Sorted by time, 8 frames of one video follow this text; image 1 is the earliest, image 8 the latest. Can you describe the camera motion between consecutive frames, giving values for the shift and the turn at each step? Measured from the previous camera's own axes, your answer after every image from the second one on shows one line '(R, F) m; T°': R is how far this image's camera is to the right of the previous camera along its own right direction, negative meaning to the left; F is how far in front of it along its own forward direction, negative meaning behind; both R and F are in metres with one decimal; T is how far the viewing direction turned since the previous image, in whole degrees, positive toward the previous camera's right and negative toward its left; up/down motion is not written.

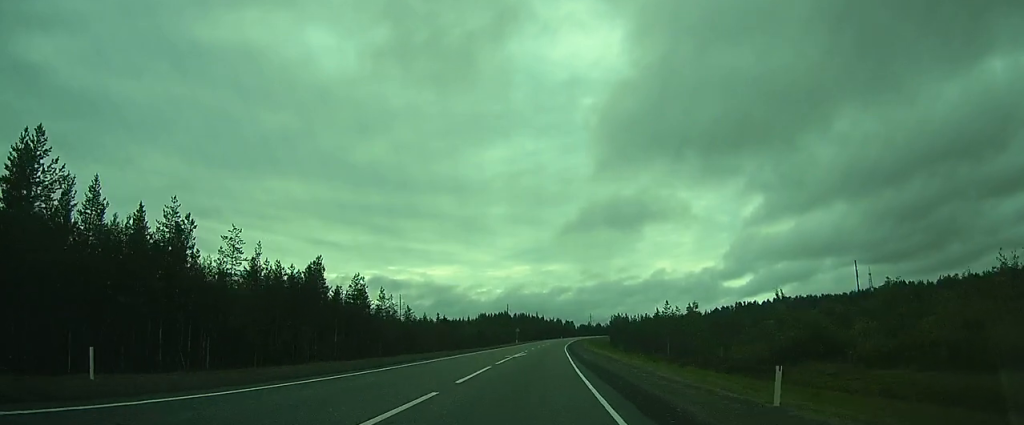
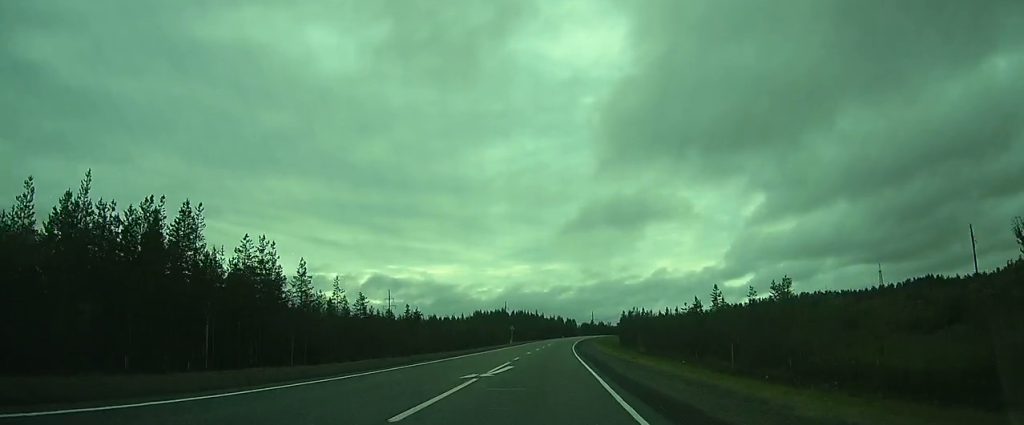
(0.0, +18.2) m; 0°
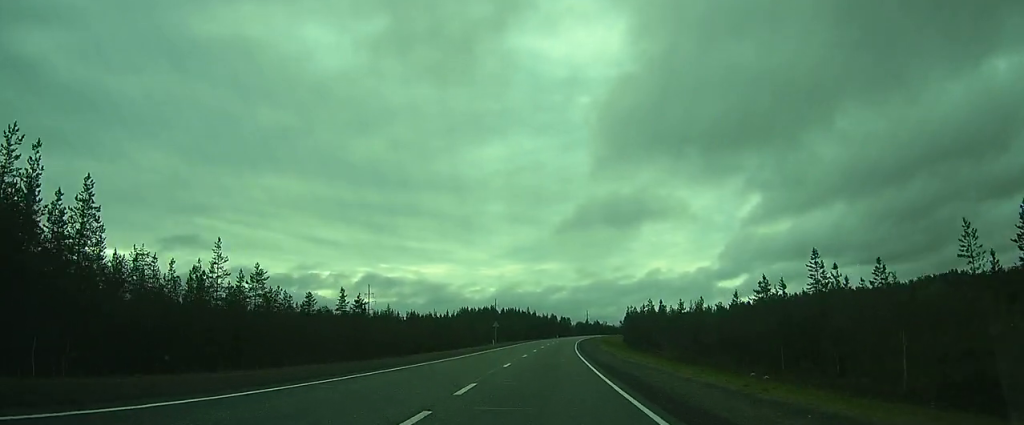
(0.0, +18.6) m; 0°
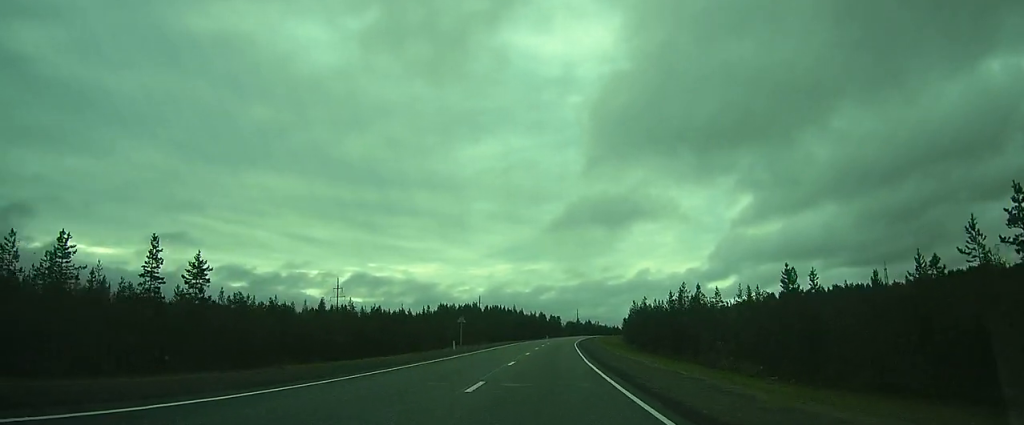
(+0.2, +22.3) m; +1°
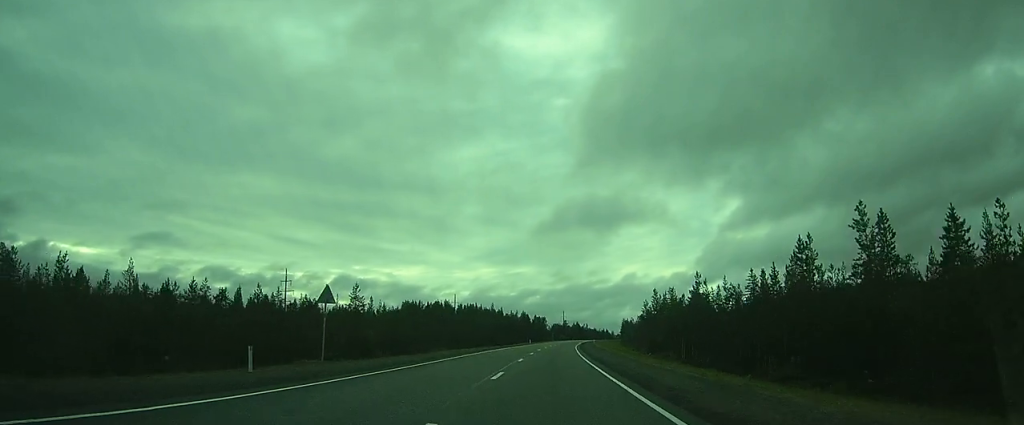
(+0.9, +30.9) m; +4°
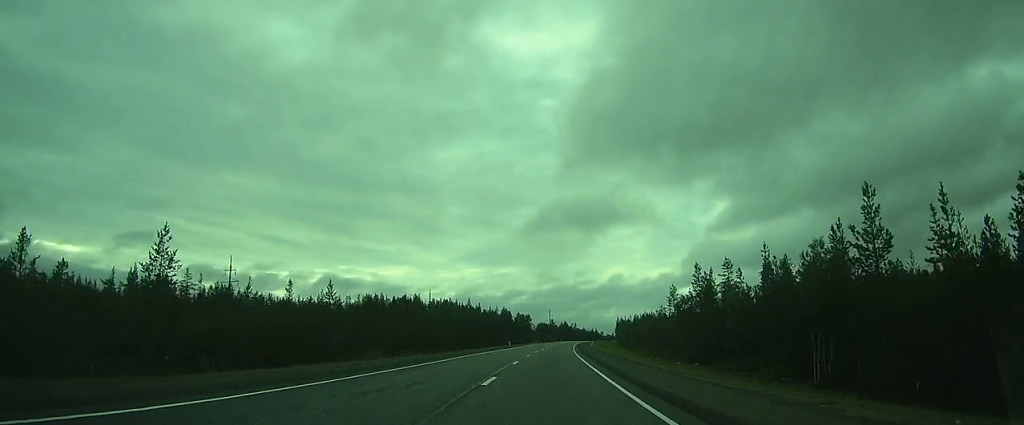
(+0.6, +25.6) m; +2°
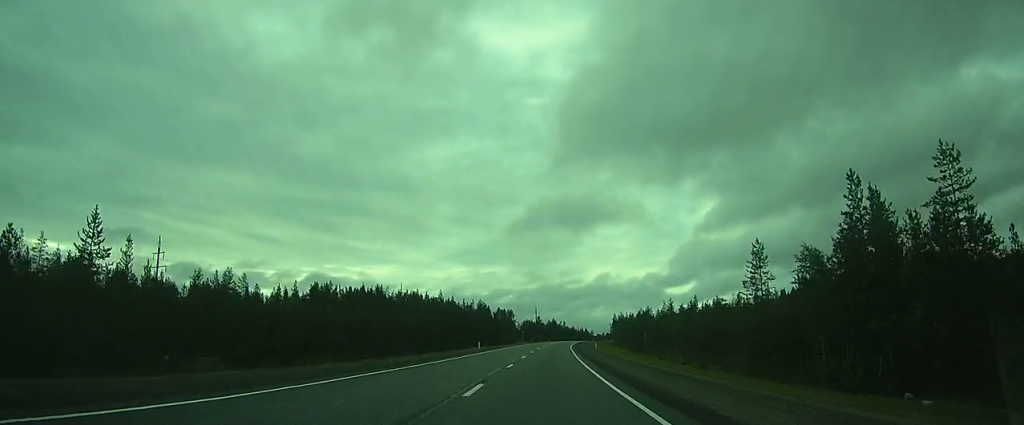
(+0.2, +26.7) m; +1°
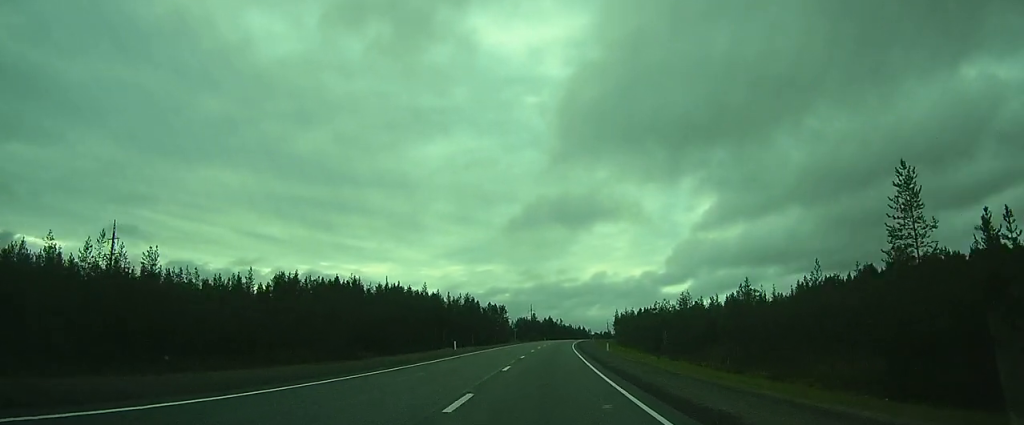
(+0.1, +14.9) m; 0°
